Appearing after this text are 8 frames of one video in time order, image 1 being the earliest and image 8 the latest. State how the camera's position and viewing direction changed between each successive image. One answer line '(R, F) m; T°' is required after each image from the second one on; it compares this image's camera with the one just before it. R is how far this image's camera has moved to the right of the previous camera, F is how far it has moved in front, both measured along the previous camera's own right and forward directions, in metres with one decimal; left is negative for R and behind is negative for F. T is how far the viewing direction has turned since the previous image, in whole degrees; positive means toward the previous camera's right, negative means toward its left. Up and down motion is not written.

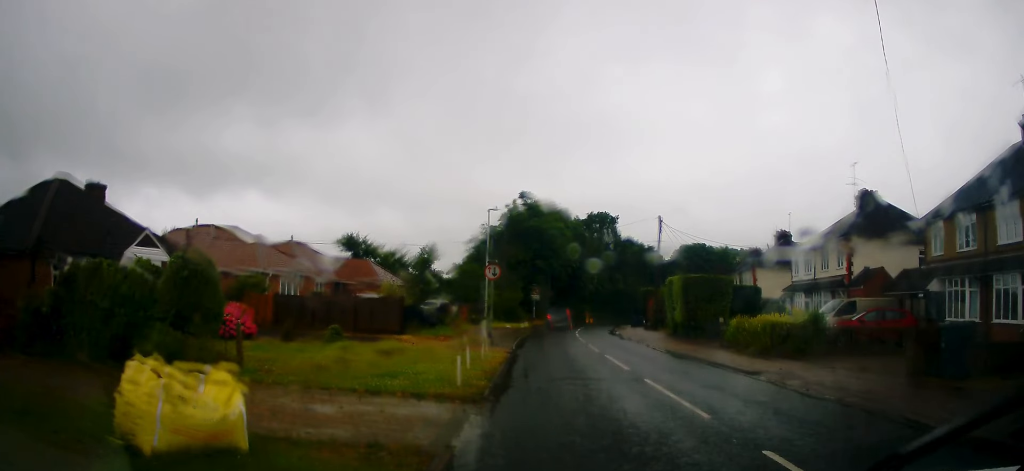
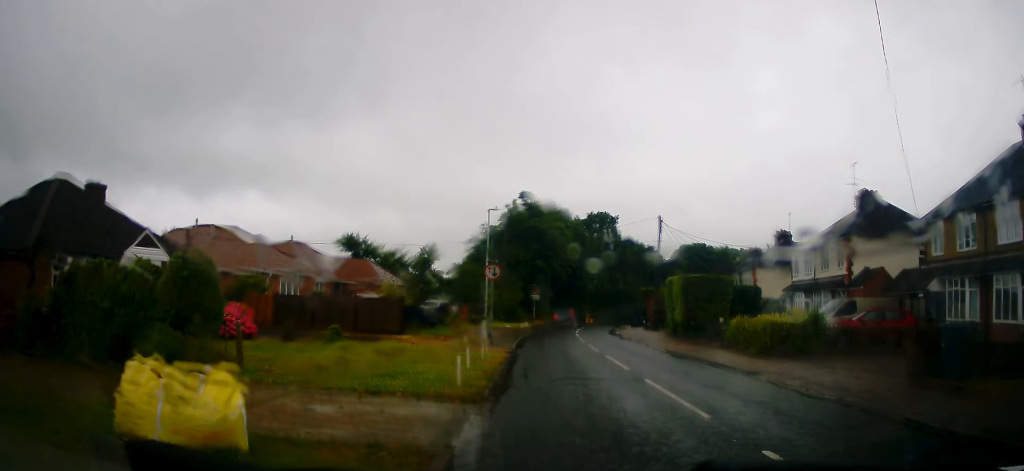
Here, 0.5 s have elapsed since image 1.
(0.0, 0.0) m; 0°
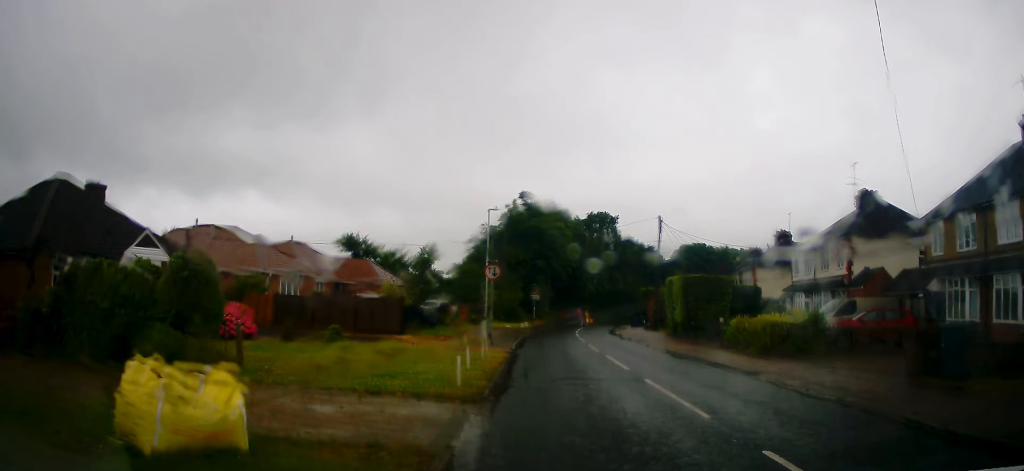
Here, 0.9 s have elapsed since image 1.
(0.0, 0.0) m; 0°
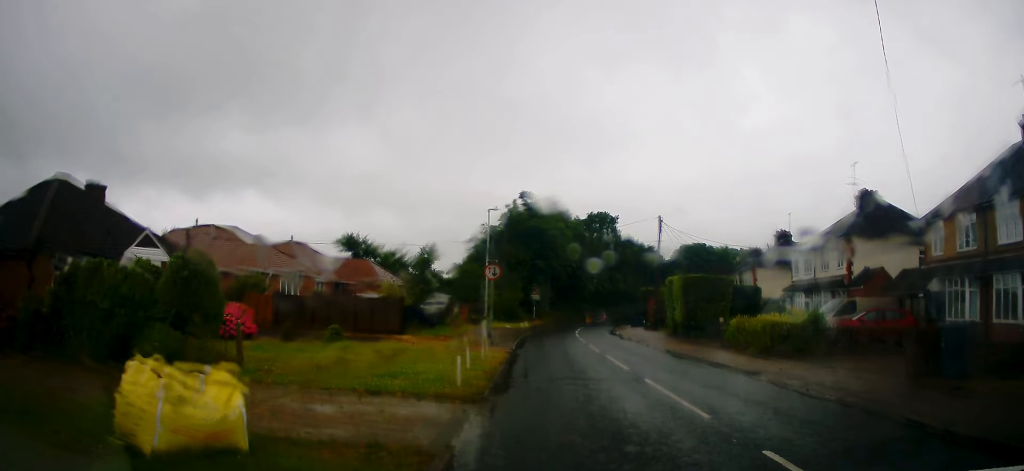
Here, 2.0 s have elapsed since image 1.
(0.0, 0.0) m; 0°
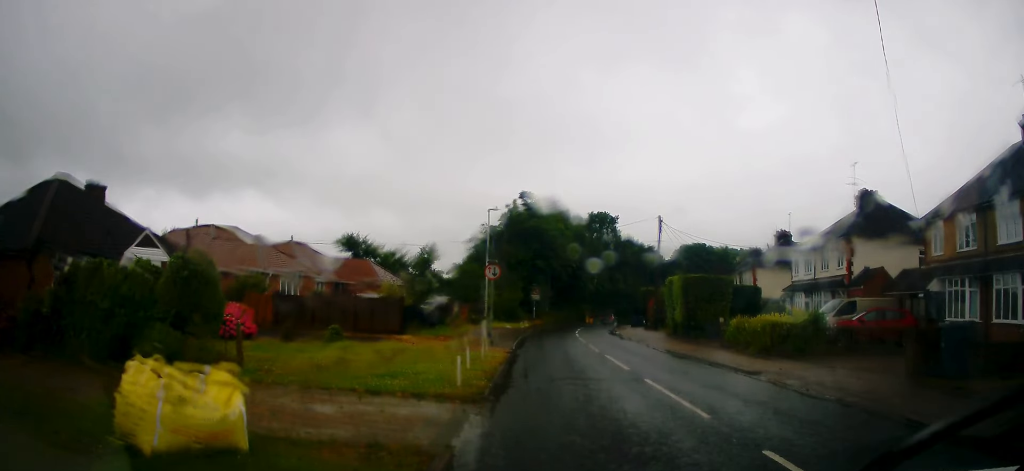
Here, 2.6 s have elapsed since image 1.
(0.0, 0.0) m; 0°
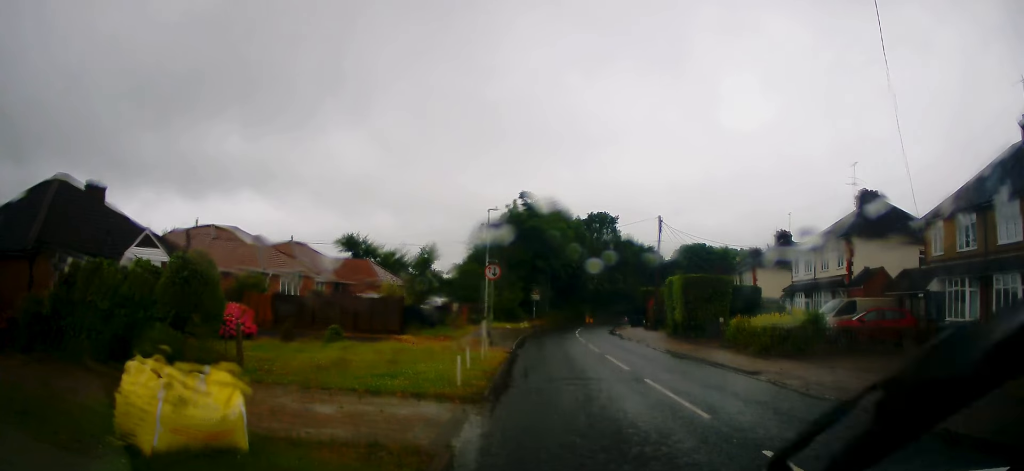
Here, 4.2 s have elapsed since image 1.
(0.0, 0.0) m; 0°
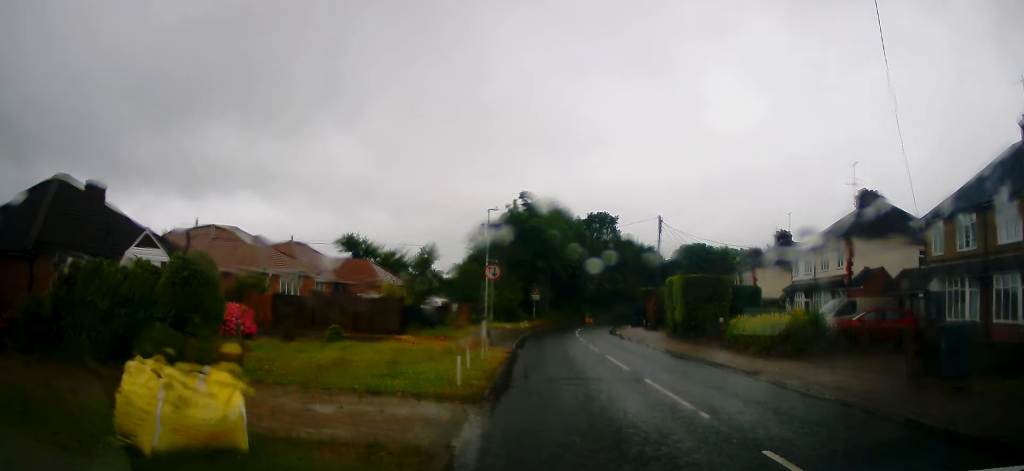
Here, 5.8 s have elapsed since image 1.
(0.0, 0.0) m; 0°
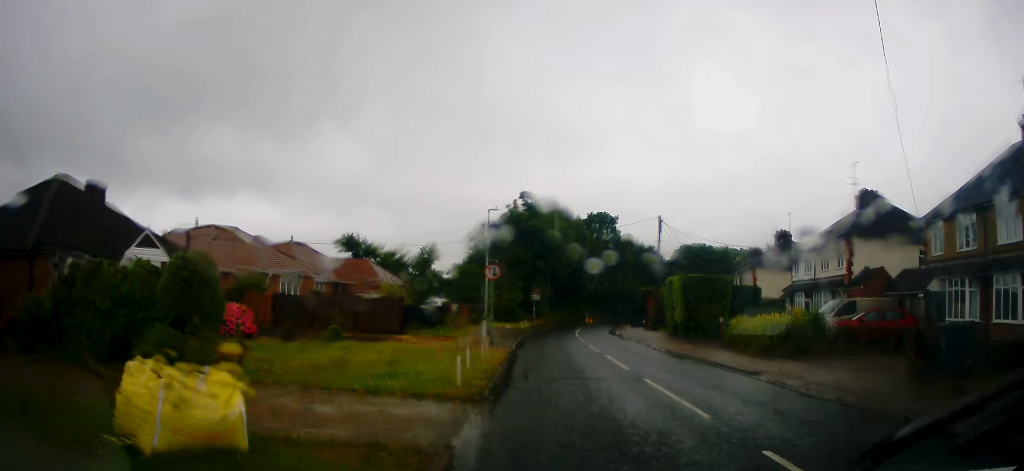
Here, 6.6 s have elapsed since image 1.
(0.0, 0.0) m; 0°
